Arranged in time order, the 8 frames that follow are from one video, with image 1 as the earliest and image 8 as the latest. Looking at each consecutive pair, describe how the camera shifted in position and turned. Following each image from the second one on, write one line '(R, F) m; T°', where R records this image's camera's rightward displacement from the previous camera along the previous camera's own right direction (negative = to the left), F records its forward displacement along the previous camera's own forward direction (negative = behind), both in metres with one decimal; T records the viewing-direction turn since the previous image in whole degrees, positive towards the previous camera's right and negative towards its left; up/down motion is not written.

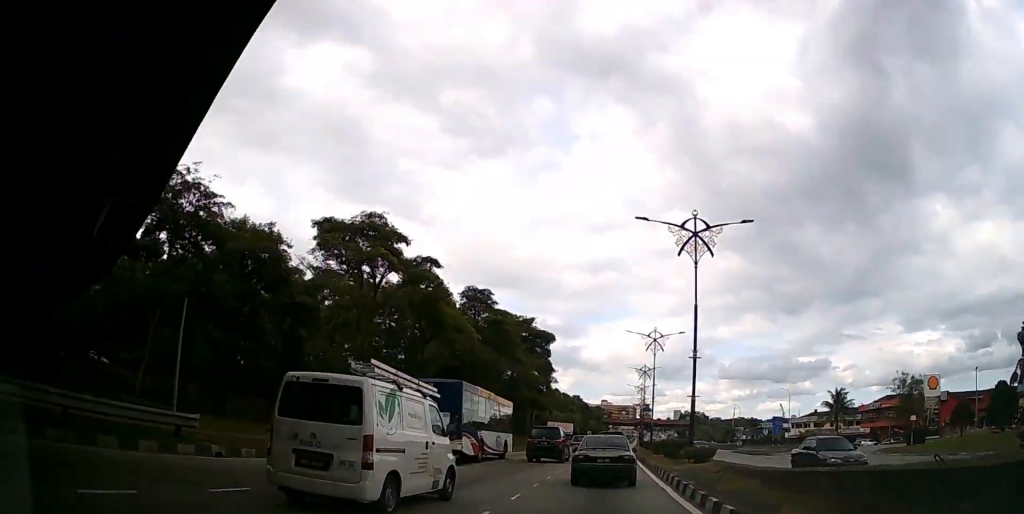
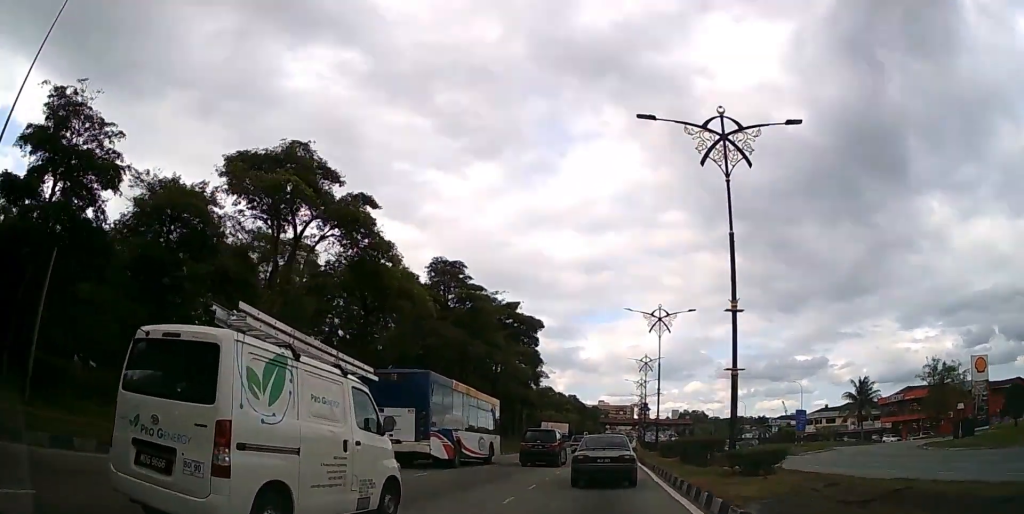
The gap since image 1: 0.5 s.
(0.0, +10.0) m; 0°
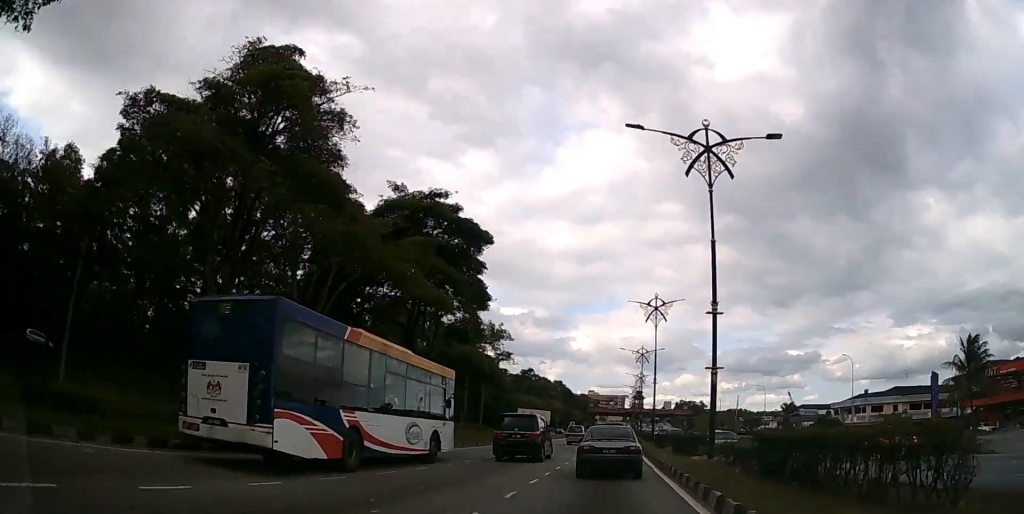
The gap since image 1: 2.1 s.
(+0.1, +28.3) m; +1°
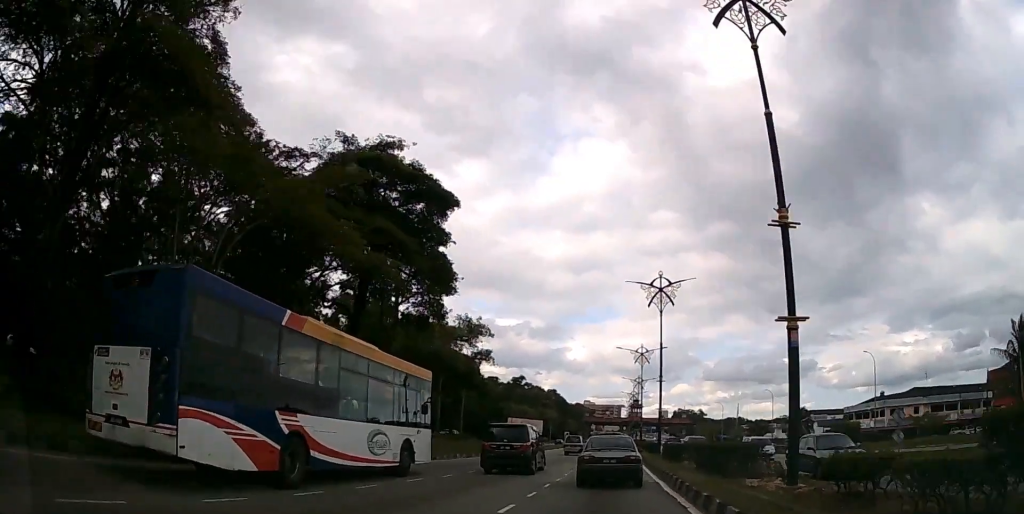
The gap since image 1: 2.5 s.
(0.0, +9.0) m; 0°
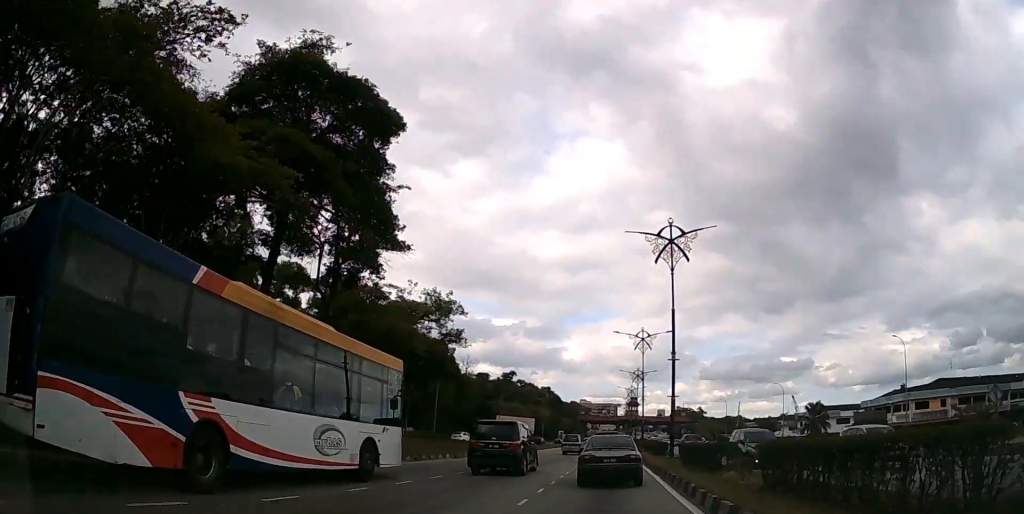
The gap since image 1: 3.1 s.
(+0.1, +9.7) m; 0°
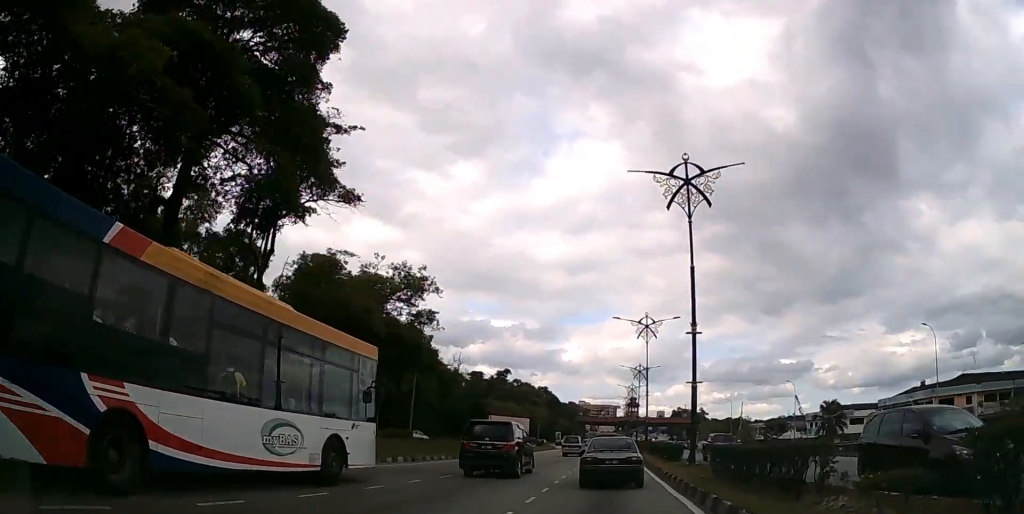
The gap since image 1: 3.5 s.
(0.0, +7.5) m; 0°
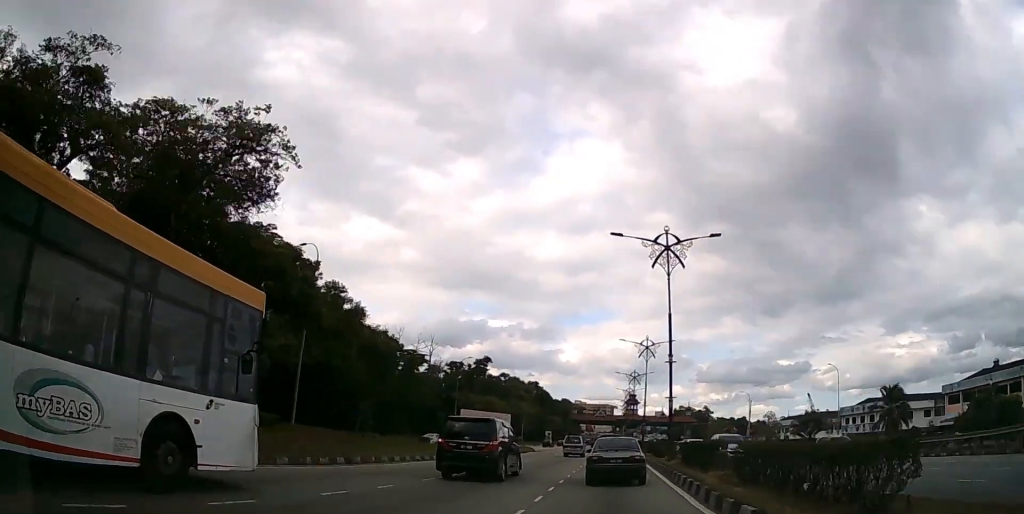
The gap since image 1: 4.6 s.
(+0.1, +21.2) m; 0°
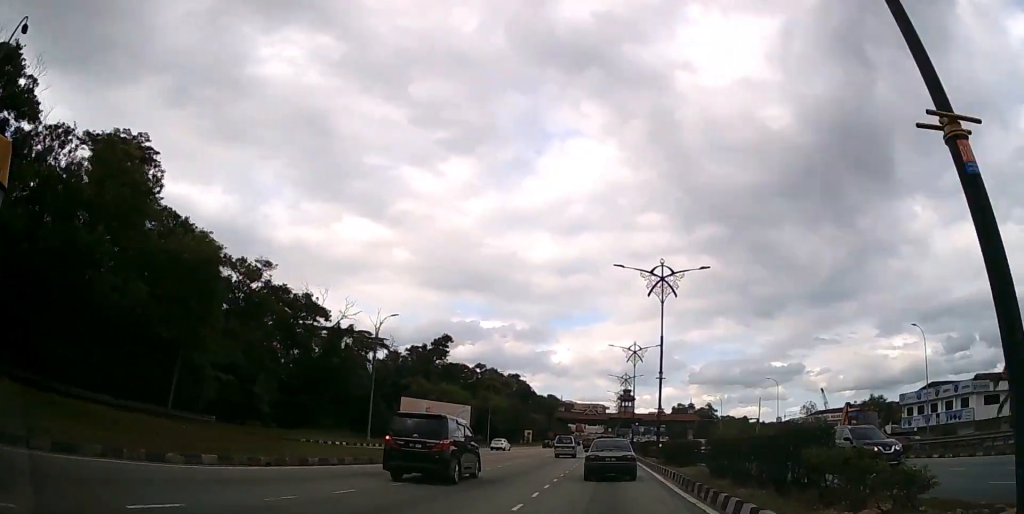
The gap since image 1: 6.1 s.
(+0.1, +26.4) m; +1°
